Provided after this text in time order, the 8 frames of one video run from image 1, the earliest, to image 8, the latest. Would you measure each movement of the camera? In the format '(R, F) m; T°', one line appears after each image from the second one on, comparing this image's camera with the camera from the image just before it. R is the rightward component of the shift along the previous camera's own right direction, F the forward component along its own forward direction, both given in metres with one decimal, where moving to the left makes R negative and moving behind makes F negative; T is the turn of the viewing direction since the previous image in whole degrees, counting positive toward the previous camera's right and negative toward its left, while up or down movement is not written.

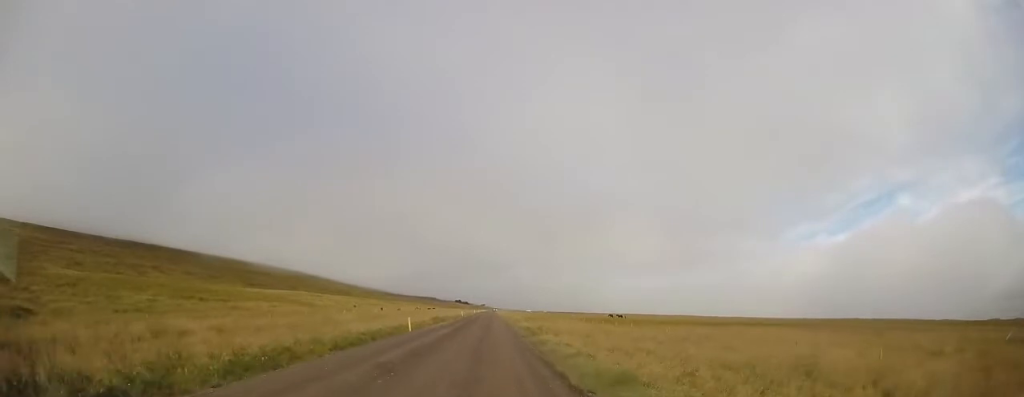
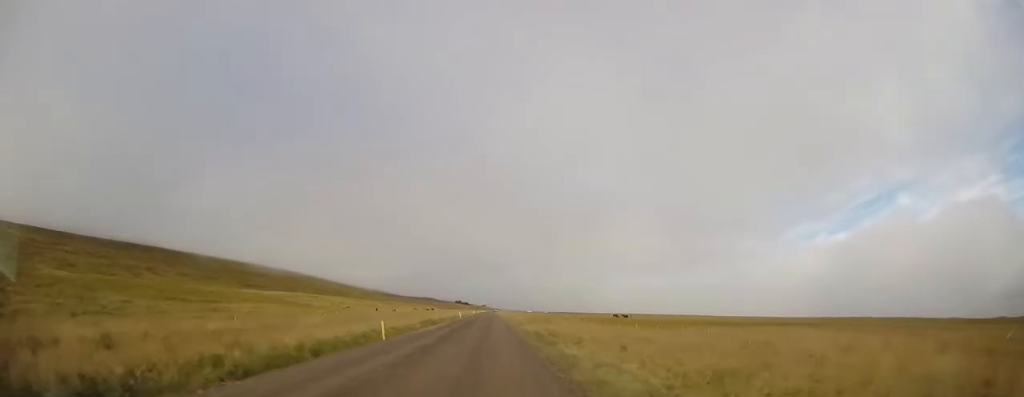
(0.0, +6.0) m; +1°
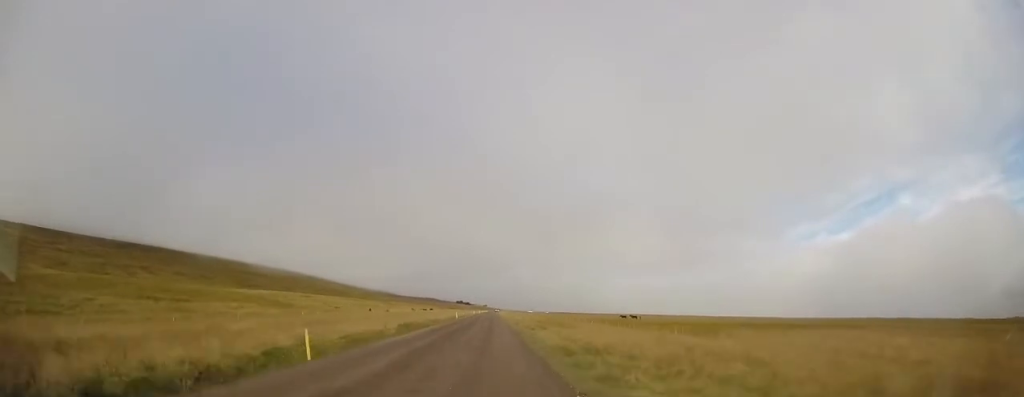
(+0.1, +7.9) m; 0°
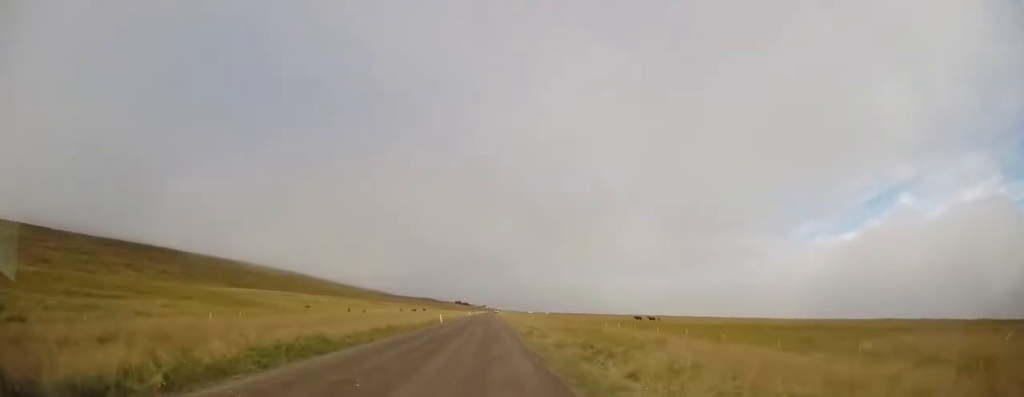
(-0.1, +16.2) m; -1°
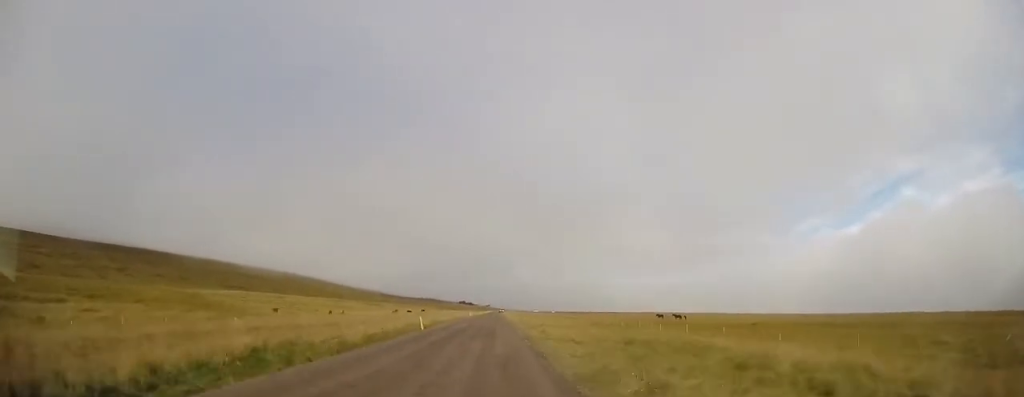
(0.0, +13.9) m; 0°
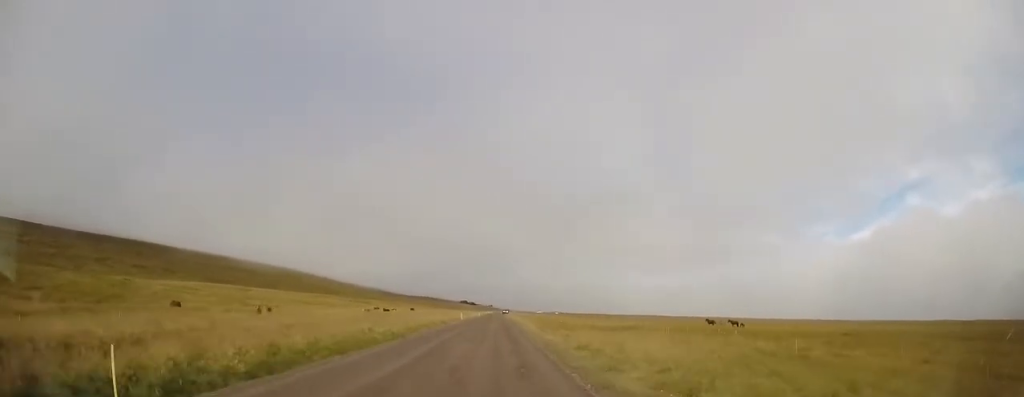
(-0.4, +25.9) m; -2°
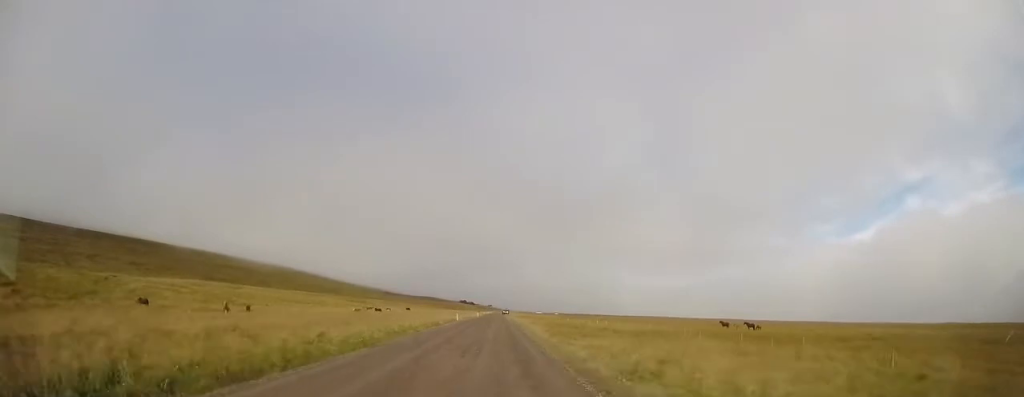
(0.0, +5.8) m; 0°
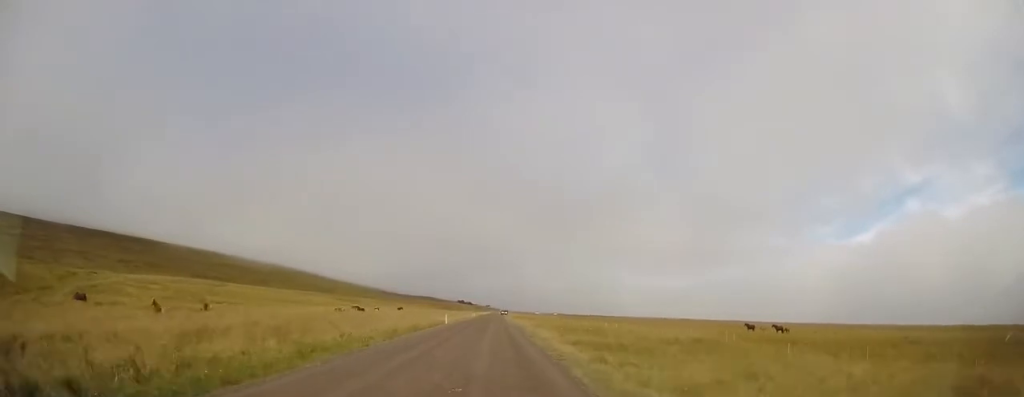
(0.0, +9.1) m; 0°
